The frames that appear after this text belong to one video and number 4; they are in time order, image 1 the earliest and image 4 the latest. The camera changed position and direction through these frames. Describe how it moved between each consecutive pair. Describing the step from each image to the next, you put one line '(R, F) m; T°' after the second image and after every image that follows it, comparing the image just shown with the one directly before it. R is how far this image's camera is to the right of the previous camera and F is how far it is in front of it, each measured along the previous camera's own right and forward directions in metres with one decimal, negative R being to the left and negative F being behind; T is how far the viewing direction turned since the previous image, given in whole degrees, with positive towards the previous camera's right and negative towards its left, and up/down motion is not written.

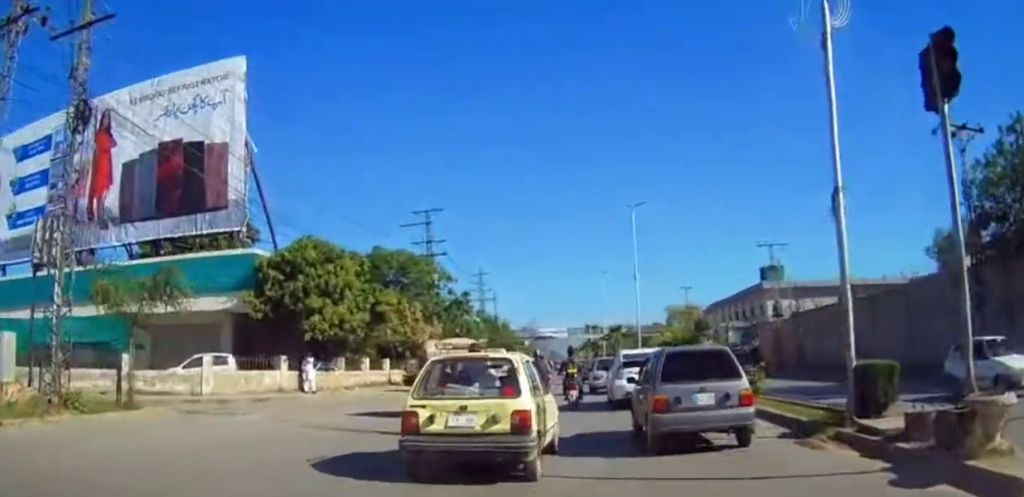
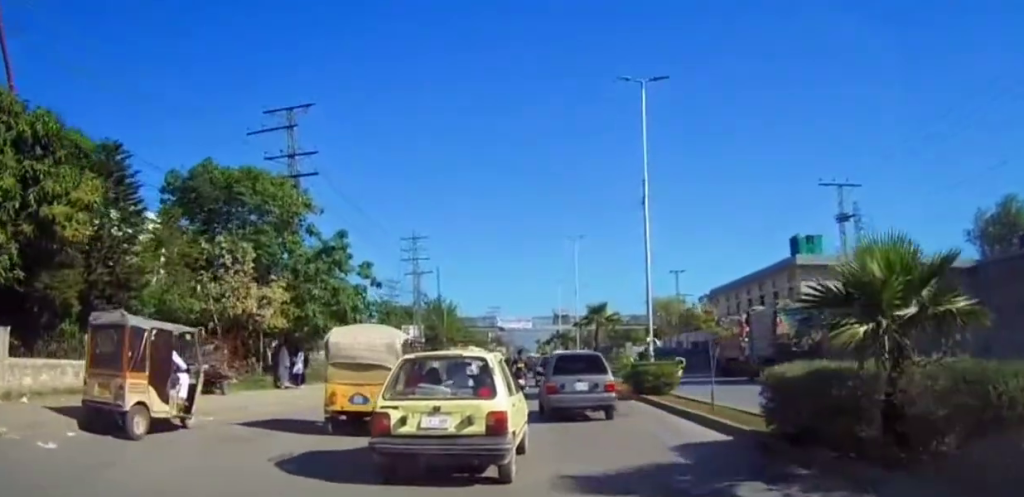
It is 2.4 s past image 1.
(+1.1, +19.4) m; +3°
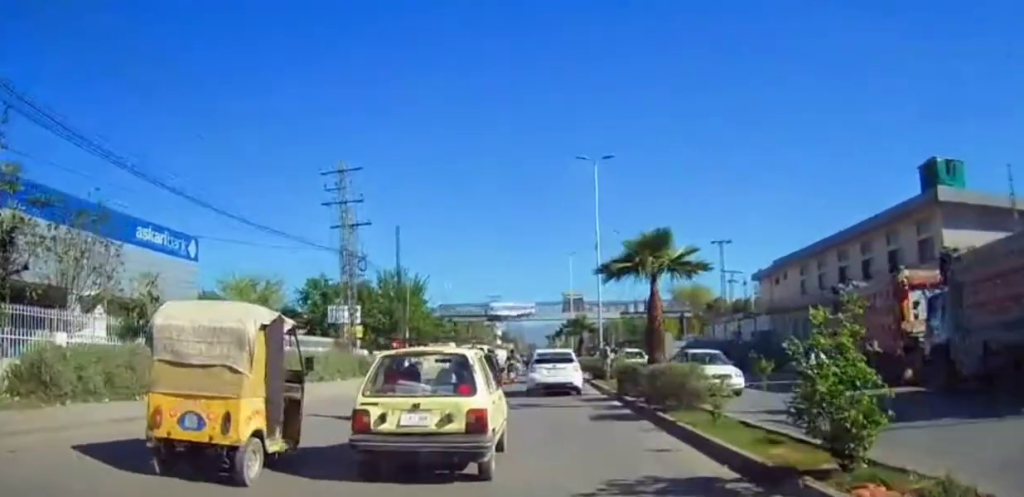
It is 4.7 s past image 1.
(-1.2, +20.4) m; -4°
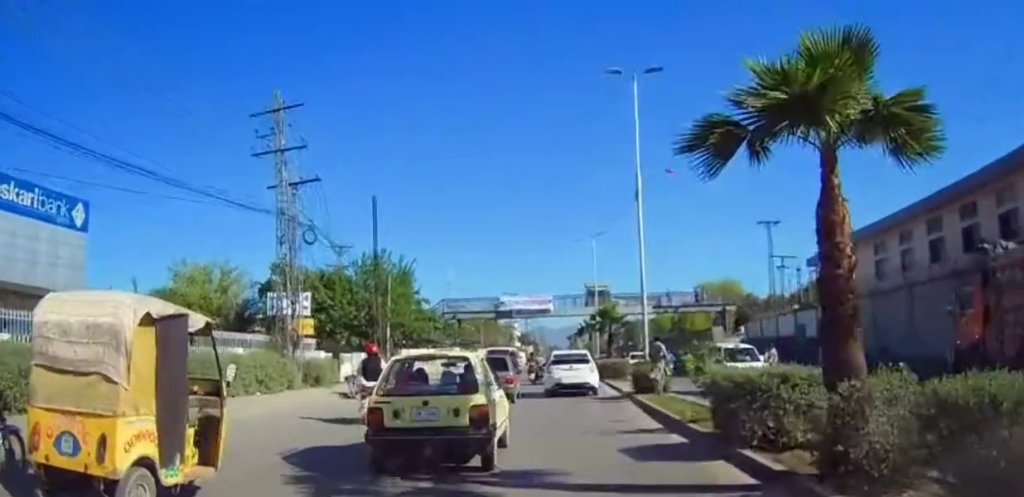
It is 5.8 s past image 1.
(+0.4, +10.4) m; 0°
